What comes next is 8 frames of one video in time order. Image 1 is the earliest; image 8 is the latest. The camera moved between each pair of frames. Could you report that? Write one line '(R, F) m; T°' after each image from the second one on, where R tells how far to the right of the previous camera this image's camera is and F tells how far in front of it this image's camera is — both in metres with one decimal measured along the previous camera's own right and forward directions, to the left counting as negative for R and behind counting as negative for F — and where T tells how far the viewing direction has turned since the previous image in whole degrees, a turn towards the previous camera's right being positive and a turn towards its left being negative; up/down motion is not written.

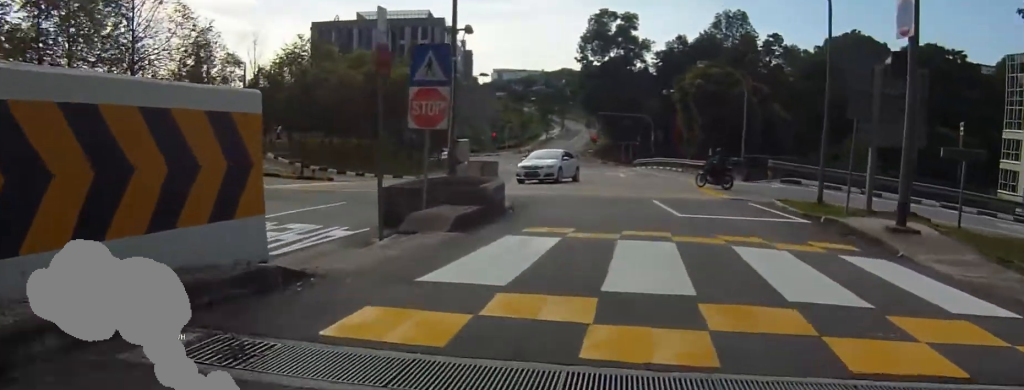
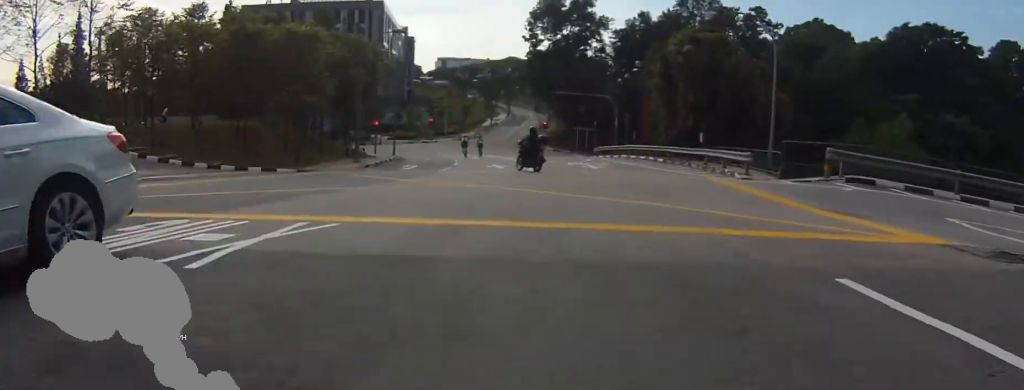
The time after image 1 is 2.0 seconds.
(+0.5, +10.0) m; +8°
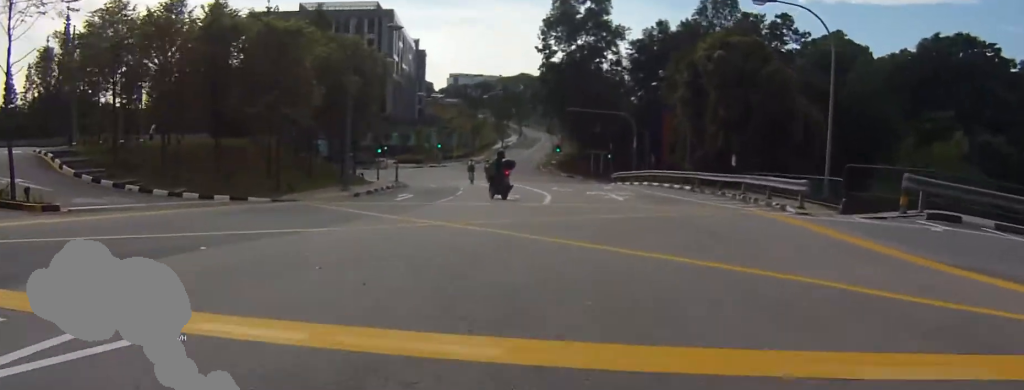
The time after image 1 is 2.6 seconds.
(+0.4, +4.1) m; -1°
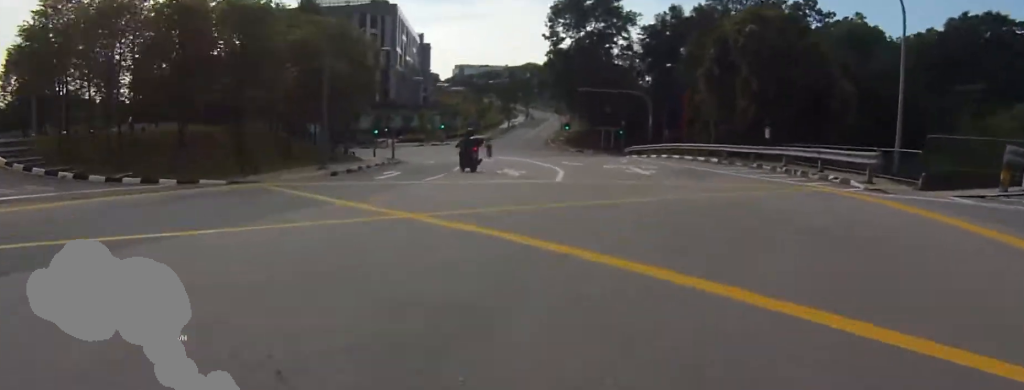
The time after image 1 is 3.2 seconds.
(-0.5, +3.8) m; -2°
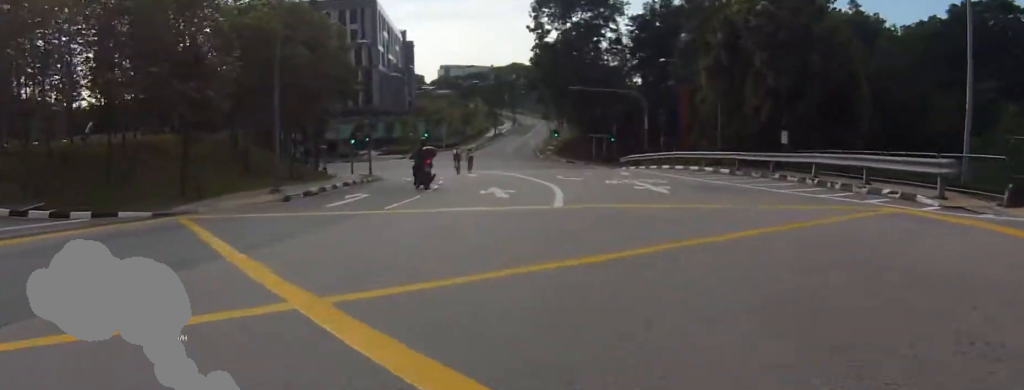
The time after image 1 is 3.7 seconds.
(-0.3, +3.4) m; -1°
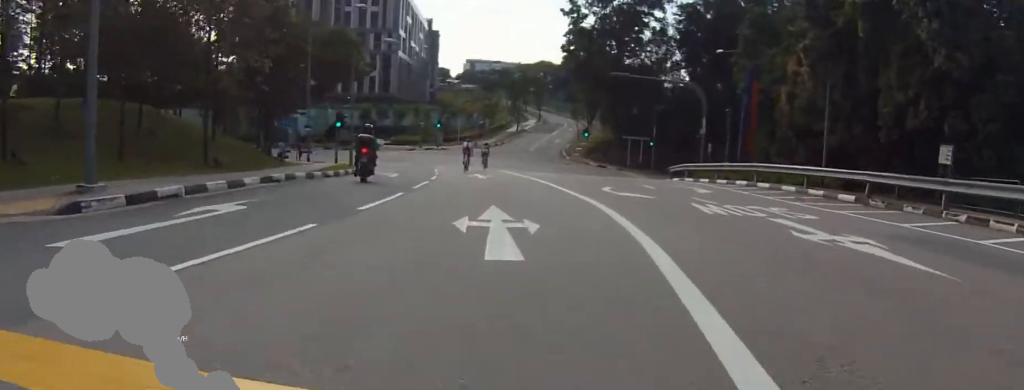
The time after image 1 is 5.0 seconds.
(+0.4, +9.6) m; +3°
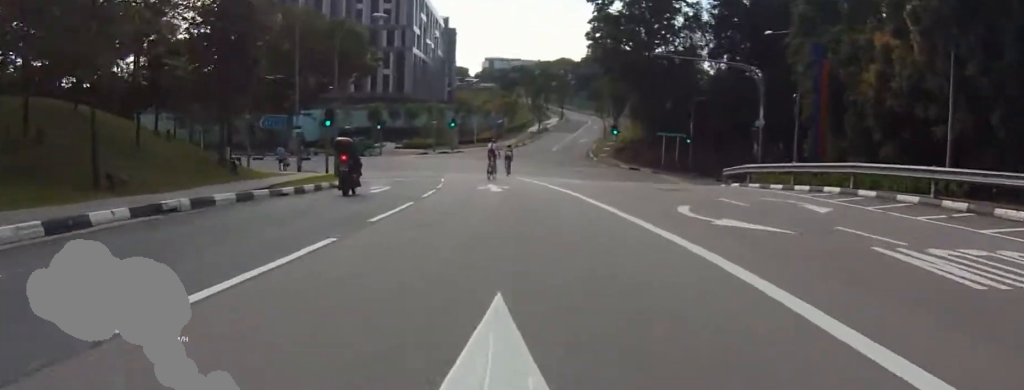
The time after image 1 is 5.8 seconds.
(-0.1, +6.8) m; +4°
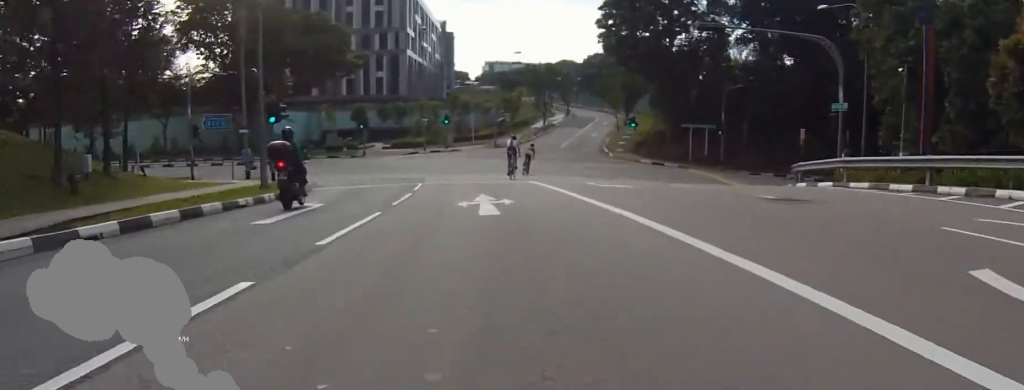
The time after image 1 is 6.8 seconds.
(+0.8, +9.4) m; +5°
